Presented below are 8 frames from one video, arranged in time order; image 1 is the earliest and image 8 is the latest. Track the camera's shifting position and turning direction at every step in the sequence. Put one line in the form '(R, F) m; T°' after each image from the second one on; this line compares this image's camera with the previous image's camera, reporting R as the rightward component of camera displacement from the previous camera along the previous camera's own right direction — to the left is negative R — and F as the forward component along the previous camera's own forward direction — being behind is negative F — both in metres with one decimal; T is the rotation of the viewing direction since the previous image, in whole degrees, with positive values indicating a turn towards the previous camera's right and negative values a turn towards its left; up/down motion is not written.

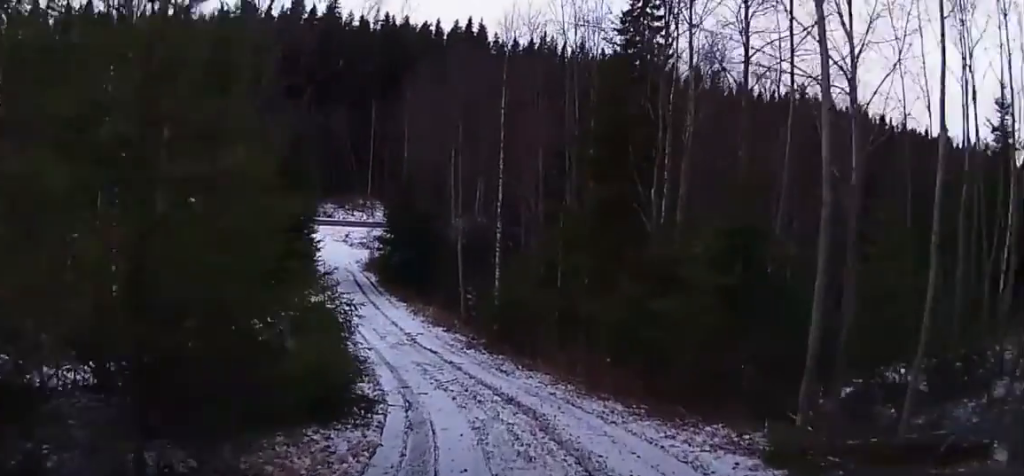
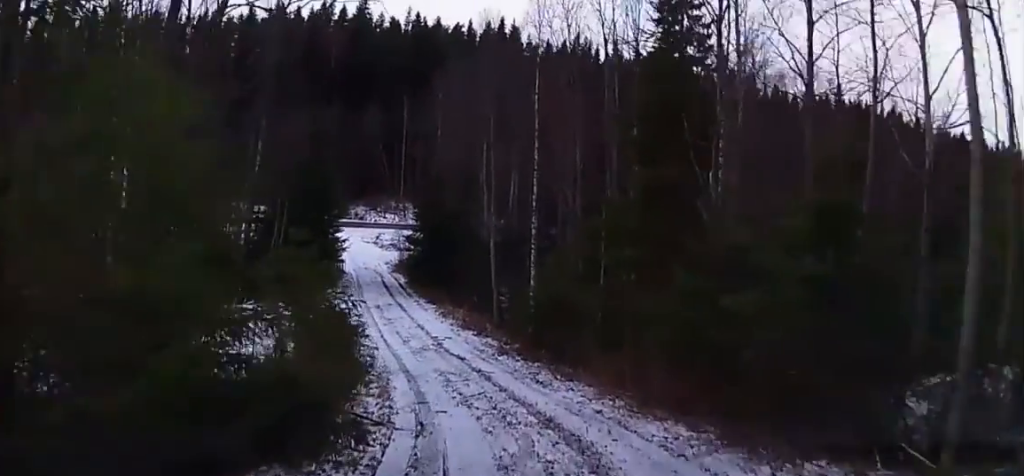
(+0.3, +2.1) m; 0°
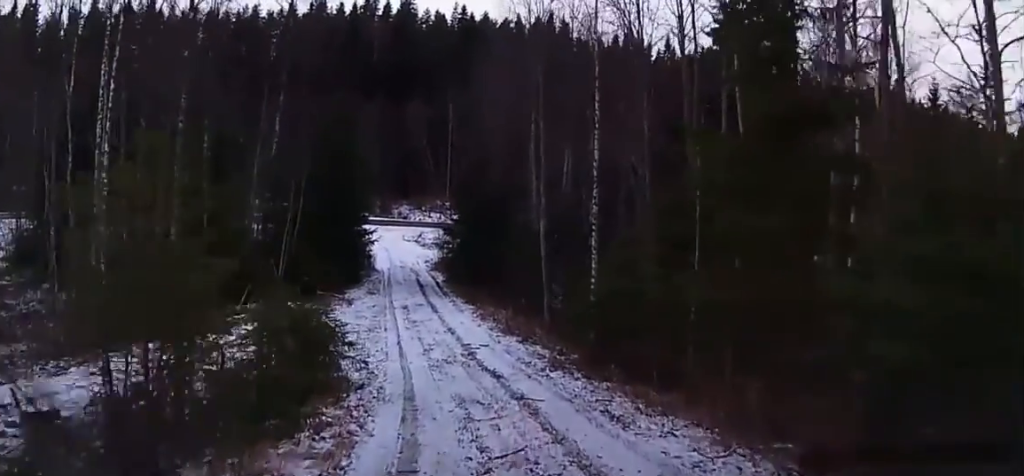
(-0.3, +5.5) m; -3°
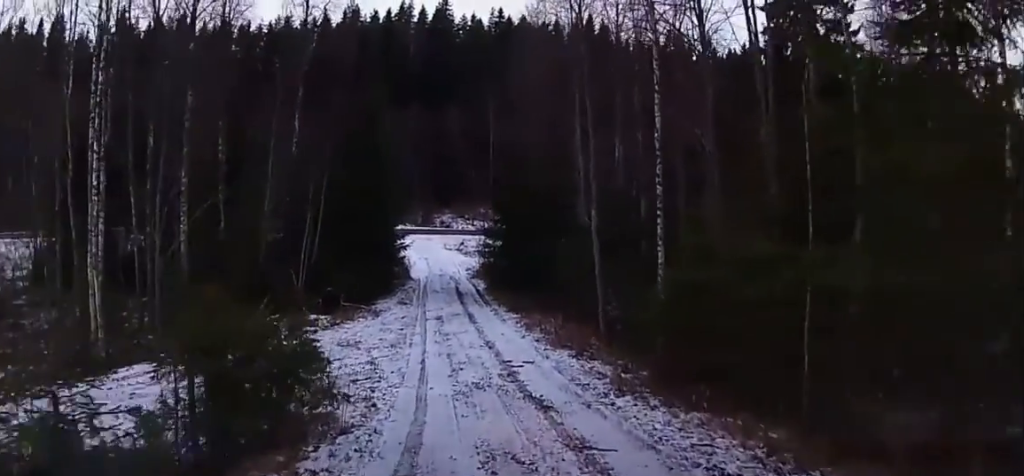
(+0.3, +3.2) m; -7°
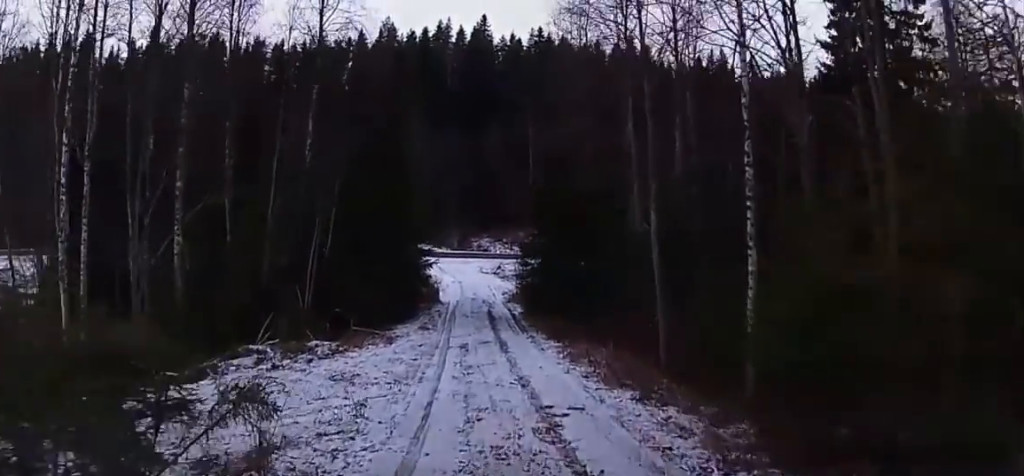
(-1.0, +4.0) m; -7°
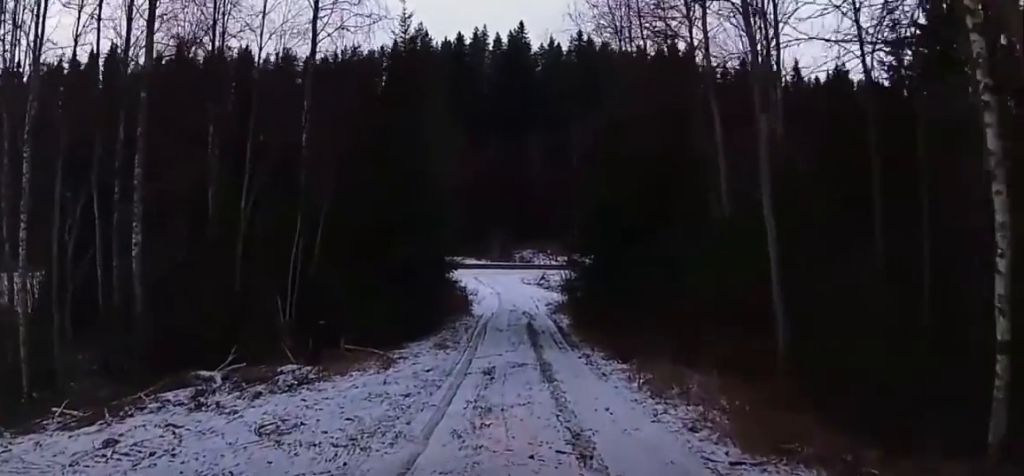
(+0.7, +6.1) m; +2°
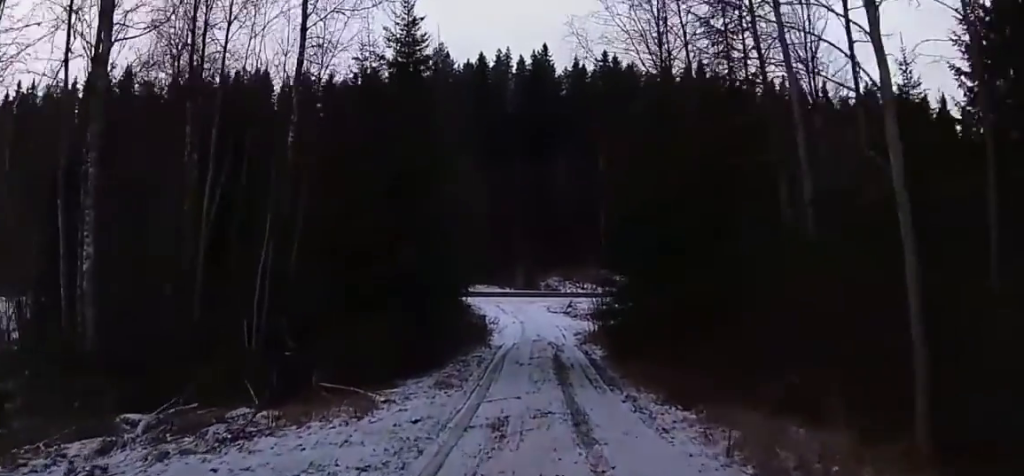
(-0.3, +3.9) m; -7°
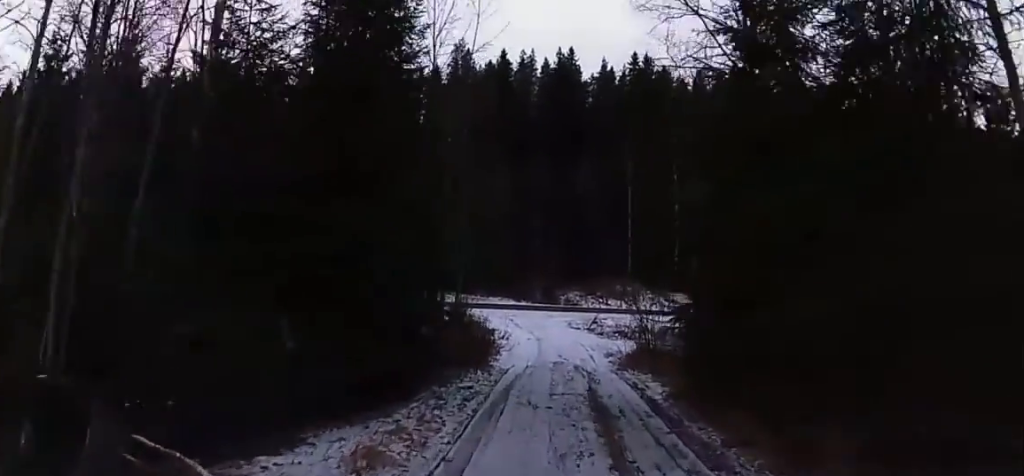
(-0.5, +7.3) m; +2°
